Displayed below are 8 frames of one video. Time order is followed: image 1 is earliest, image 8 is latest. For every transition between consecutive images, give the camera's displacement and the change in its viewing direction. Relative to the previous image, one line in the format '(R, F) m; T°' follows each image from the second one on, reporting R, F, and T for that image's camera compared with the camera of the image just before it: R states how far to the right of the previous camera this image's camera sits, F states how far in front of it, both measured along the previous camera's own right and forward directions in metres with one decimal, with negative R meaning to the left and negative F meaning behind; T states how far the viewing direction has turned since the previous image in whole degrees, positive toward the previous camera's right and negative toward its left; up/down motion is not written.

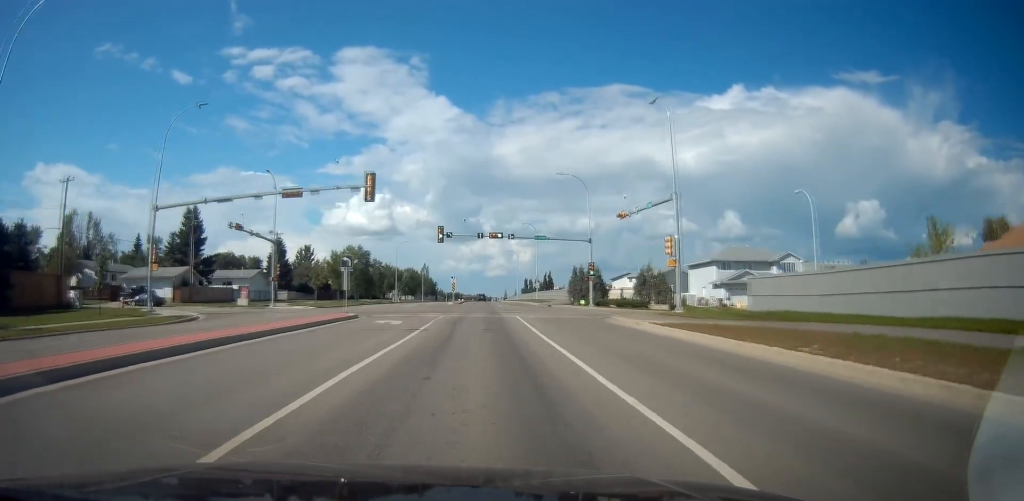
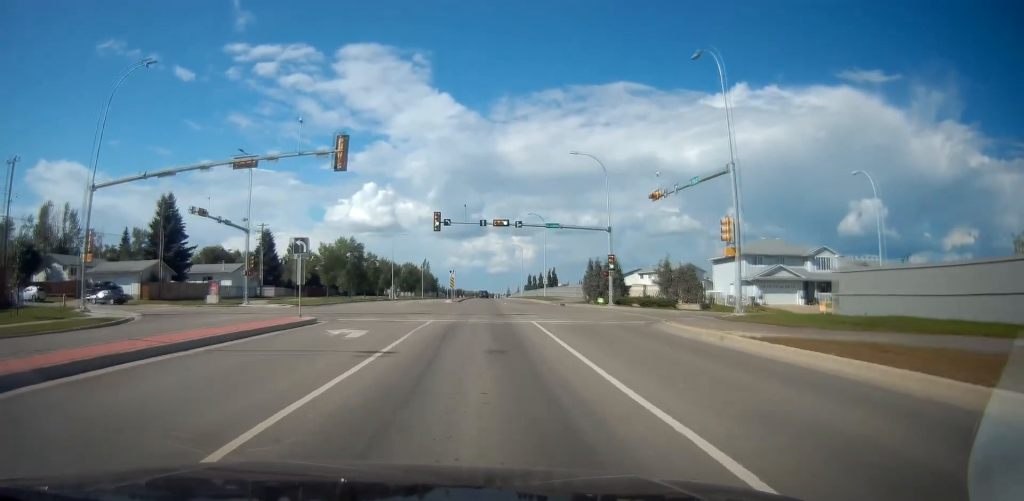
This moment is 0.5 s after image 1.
(0.0, +7.8) m; 0°
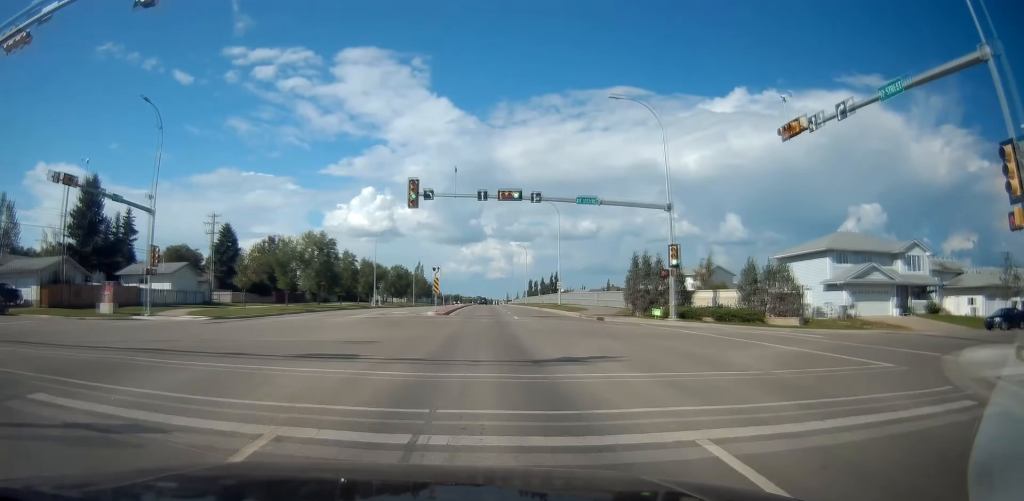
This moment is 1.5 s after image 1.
(0.0, +17.0) m; 0°
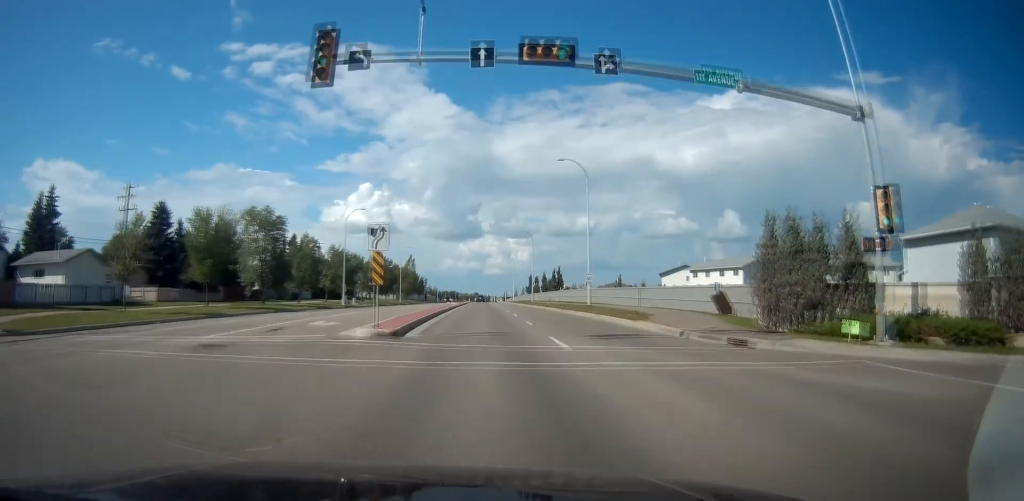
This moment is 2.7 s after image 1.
(0.0, +19.5) m; 0°
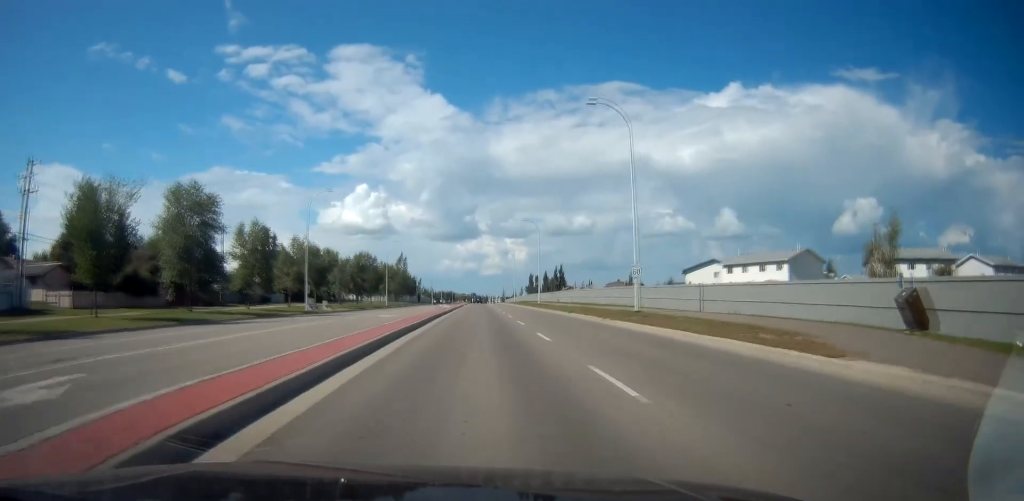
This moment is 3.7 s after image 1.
(0.0, +15.1) m; 0°
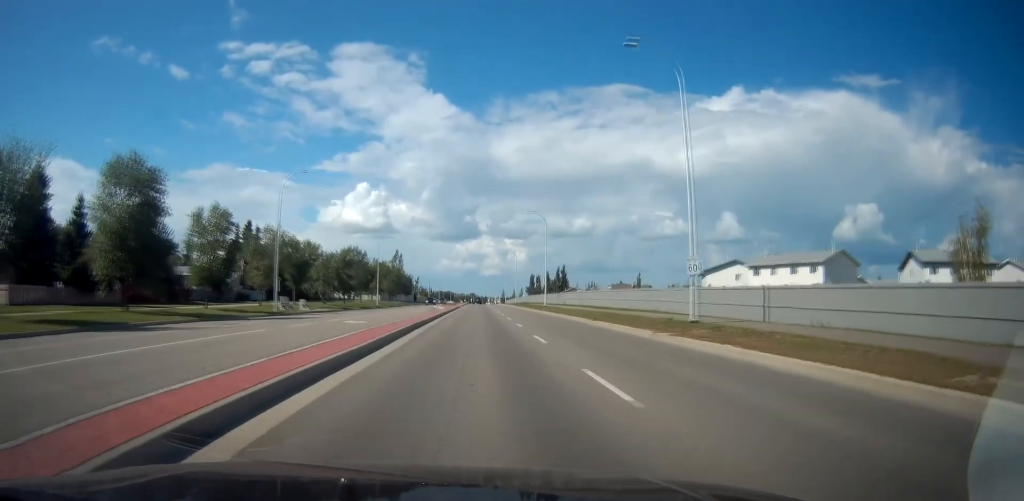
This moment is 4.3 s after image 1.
(0.0, +8.9) m; 0°
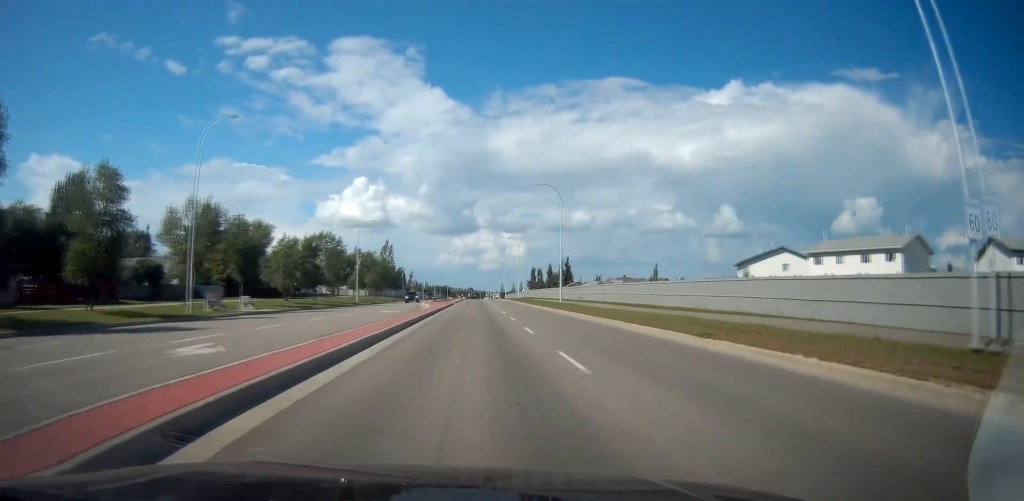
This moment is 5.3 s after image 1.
(0.0, +15.7) m; 0°
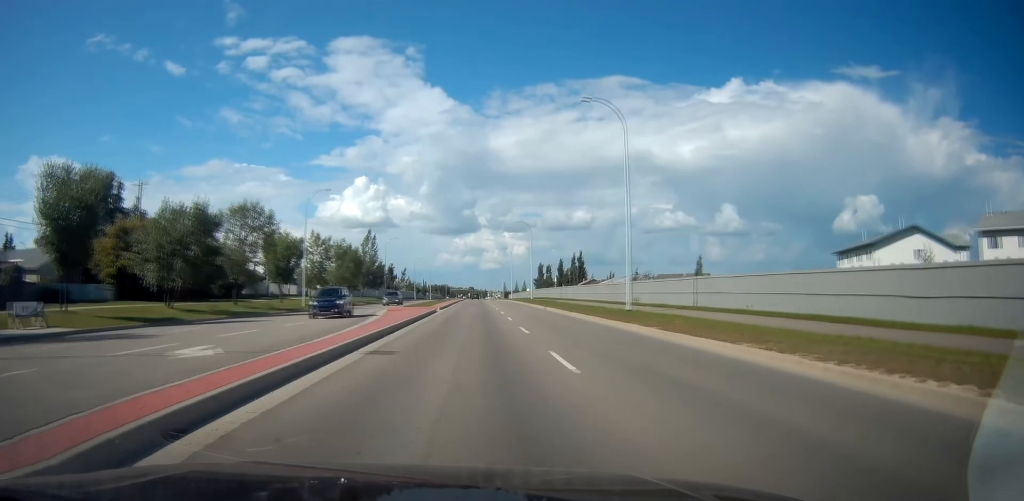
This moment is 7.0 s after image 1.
(0.0, +26.6) m; 0°
